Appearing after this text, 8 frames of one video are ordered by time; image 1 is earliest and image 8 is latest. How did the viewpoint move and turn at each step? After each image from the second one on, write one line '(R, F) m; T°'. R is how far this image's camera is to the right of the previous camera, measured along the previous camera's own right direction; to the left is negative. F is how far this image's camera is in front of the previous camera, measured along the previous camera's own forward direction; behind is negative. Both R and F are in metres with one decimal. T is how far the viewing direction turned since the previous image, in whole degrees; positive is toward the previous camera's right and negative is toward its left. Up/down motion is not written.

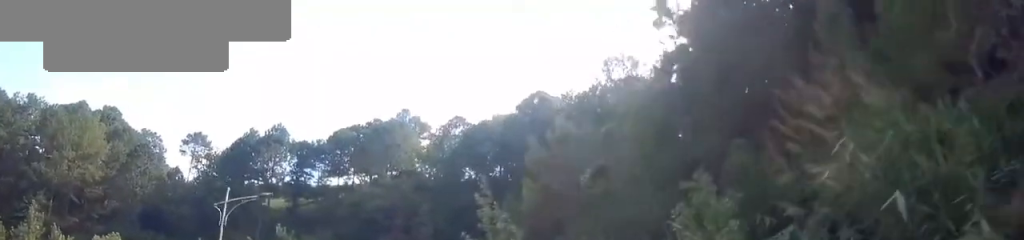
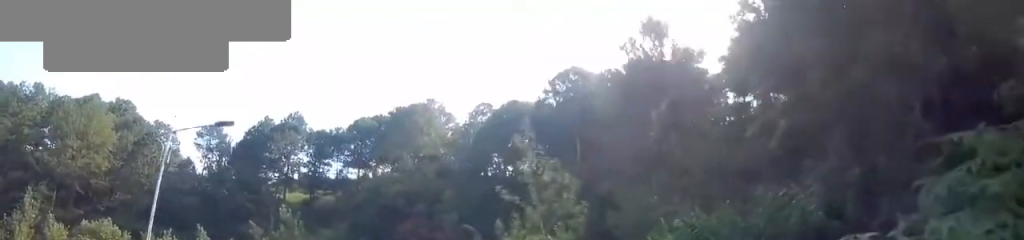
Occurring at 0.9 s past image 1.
(+0.1, +7.4) m; -3°
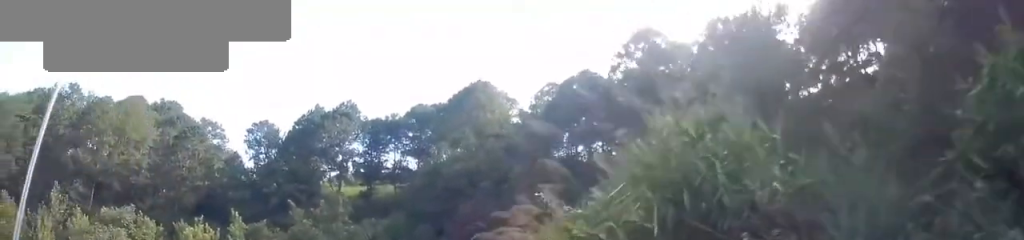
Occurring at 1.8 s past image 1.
(-0.5, +7.9) m; -5°
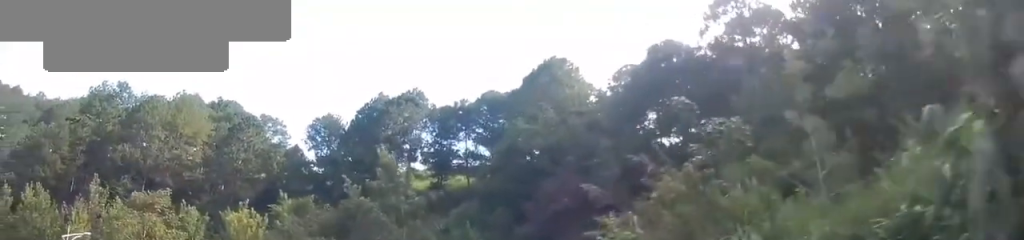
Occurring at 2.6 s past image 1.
(-0.3, +7.1) m; -8°
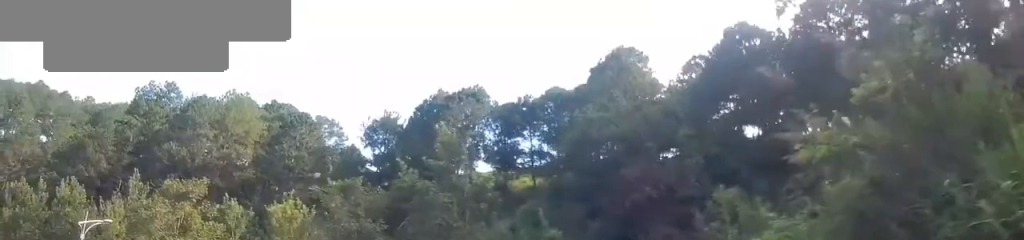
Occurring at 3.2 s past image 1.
(+0.1, +5.1) m; -8°
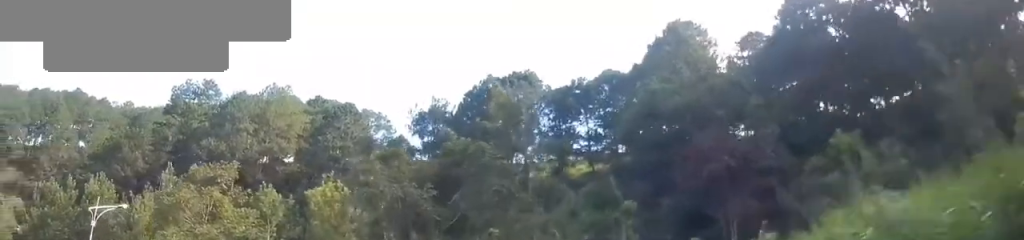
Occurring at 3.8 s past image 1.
(-0.7, +4.5) m; -9°
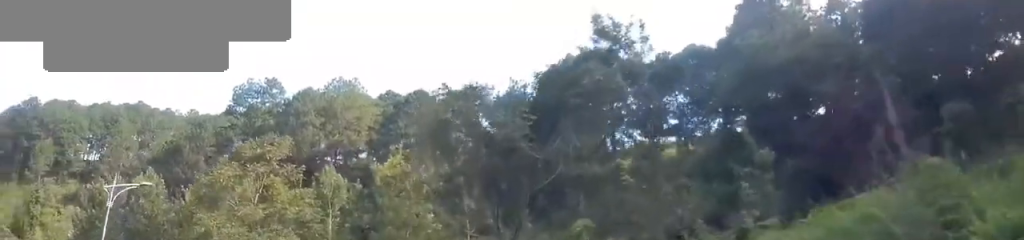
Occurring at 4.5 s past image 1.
(-0.8, +6.5) m; -10°
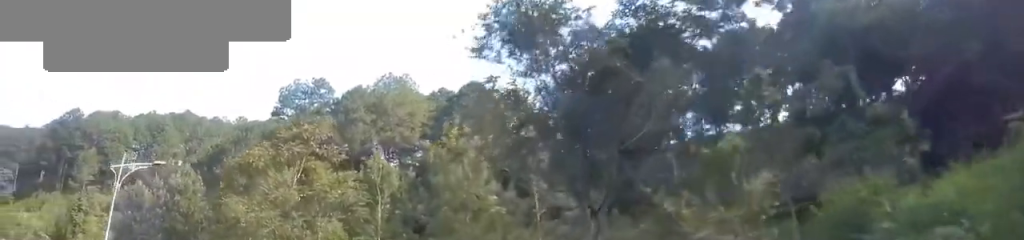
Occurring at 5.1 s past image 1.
(-0.2, +4.6) m; -5°
